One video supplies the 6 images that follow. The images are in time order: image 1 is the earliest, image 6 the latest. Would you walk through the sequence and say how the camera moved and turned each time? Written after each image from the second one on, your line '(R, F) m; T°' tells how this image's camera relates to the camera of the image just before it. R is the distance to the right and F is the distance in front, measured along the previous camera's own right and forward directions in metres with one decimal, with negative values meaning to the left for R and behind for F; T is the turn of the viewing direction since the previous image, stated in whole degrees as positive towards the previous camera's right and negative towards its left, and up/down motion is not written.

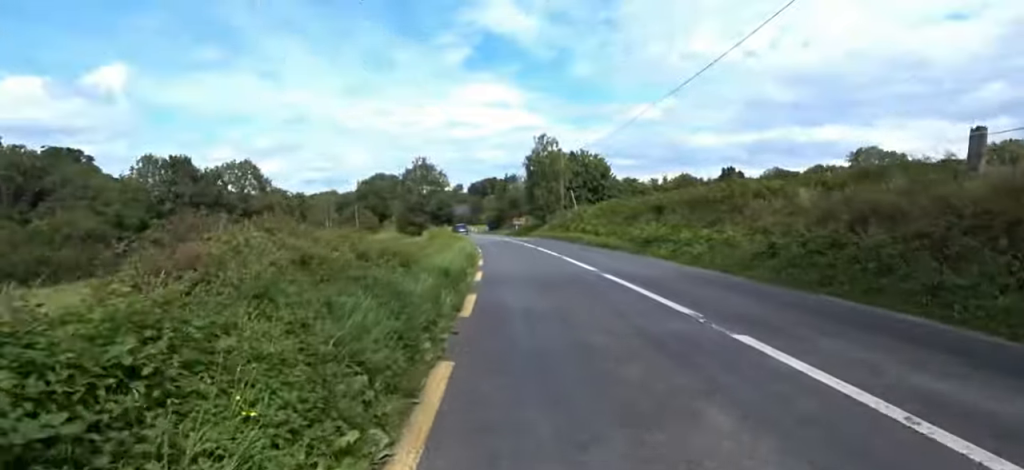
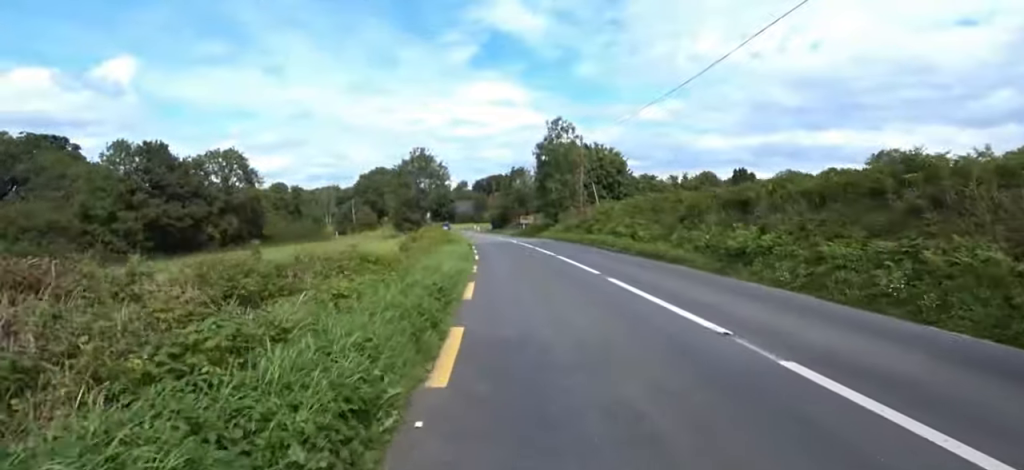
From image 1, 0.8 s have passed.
(+0.5, +7.1) m; 0°
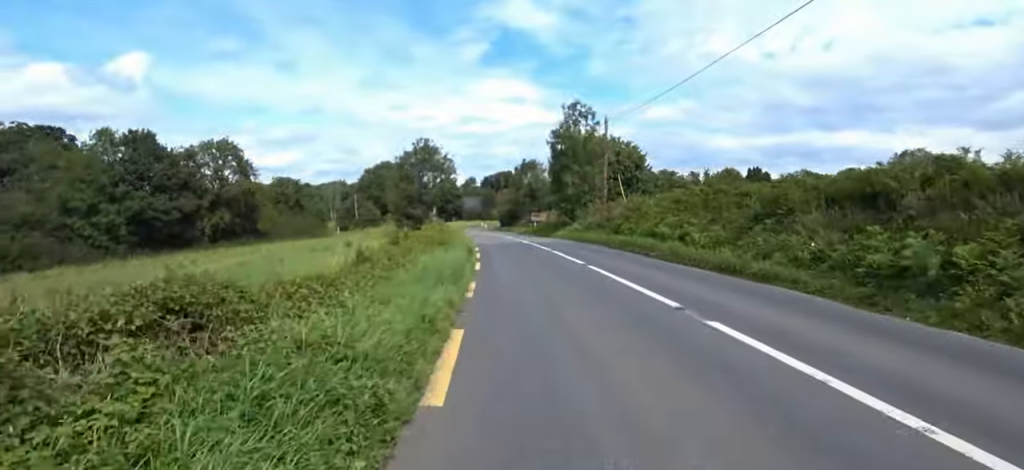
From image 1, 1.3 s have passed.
(-0.1, +4.8) m; -1°
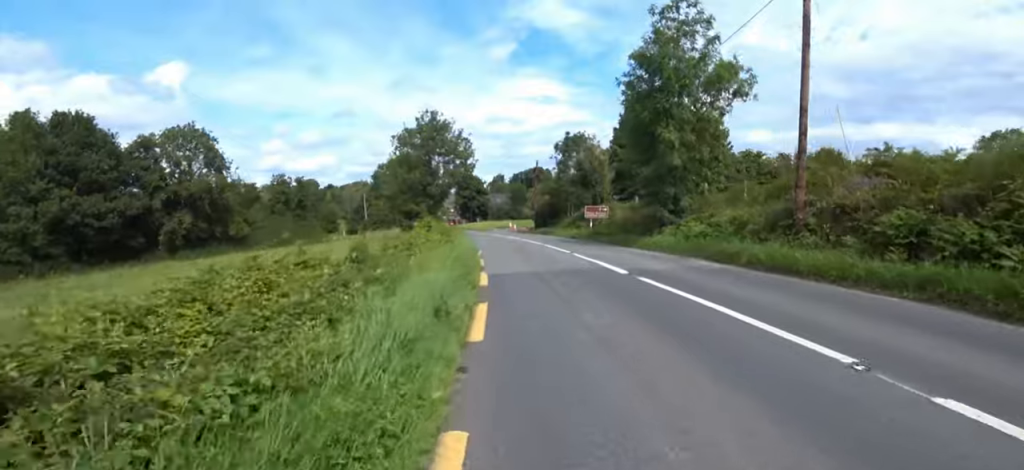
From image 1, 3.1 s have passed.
(-0.2, +16.1) m; -1°
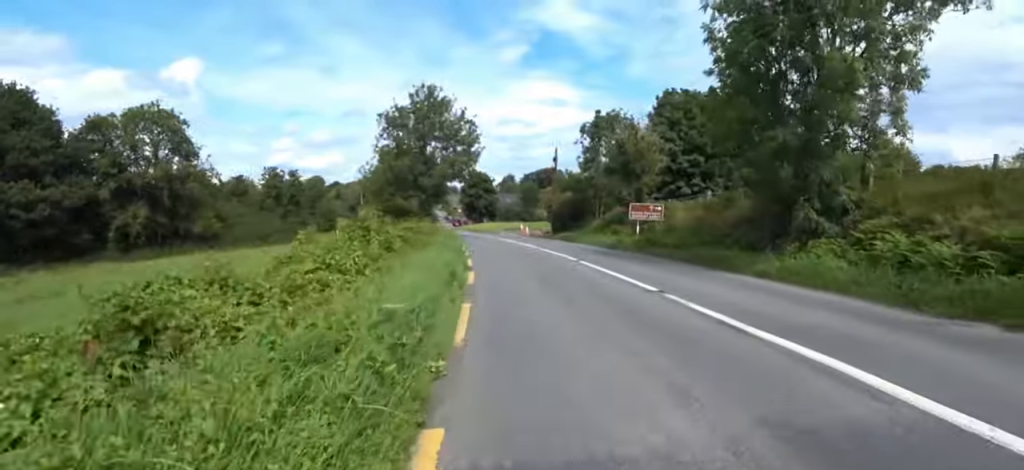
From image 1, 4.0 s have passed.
(0.0, +8.5) m; -7°
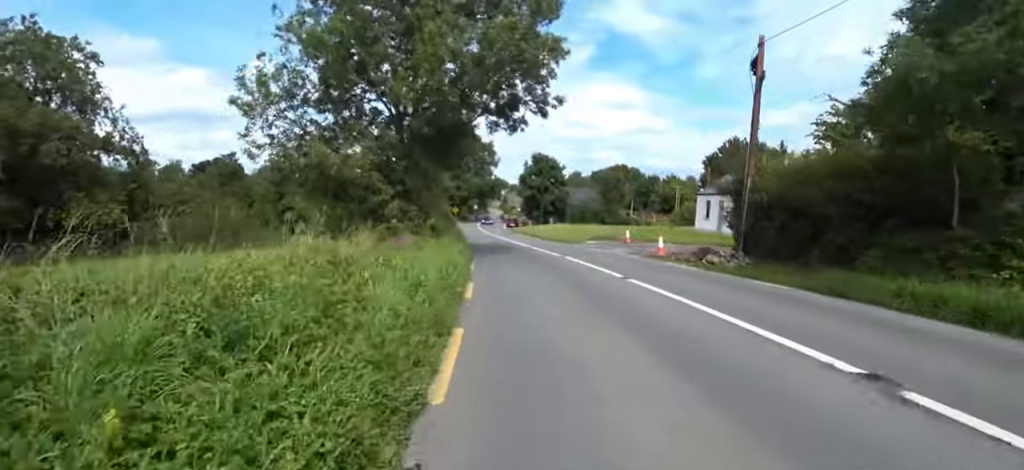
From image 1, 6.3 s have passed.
(-1.3, +23.0) m; -4°
